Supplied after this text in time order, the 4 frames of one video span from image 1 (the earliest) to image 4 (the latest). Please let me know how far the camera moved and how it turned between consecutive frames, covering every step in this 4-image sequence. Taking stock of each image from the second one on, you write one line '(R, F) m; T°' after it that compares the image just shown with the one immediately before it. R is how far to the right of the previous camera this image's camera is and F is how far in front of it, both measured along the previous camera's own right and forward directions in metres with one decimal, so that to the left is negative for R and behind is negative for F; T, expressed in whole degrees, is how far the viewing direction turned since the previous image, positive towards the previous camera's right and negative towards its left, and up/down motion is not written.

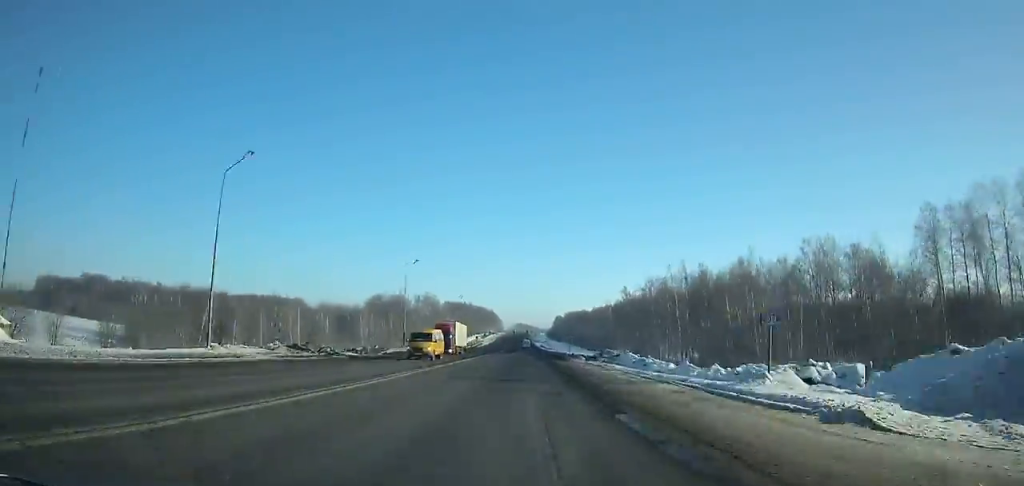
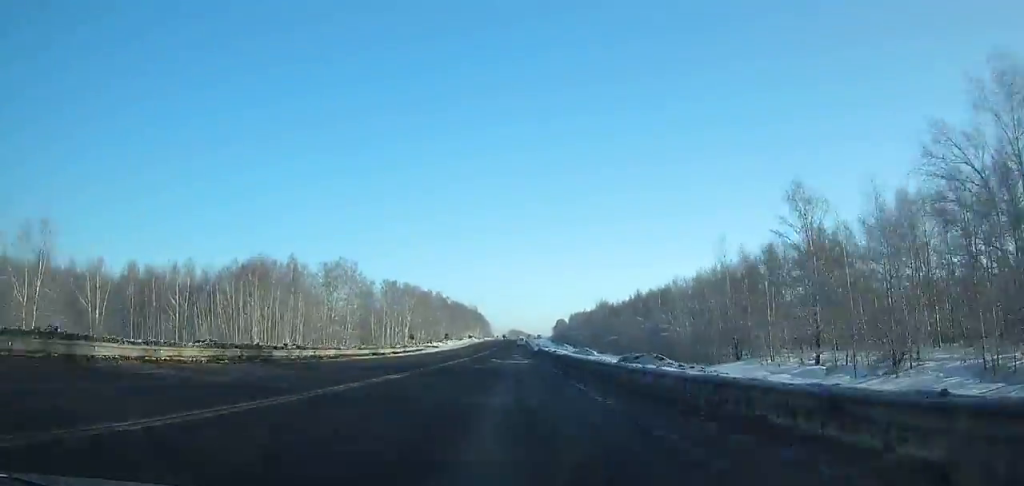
(+0.2, +122.2) m; 0°
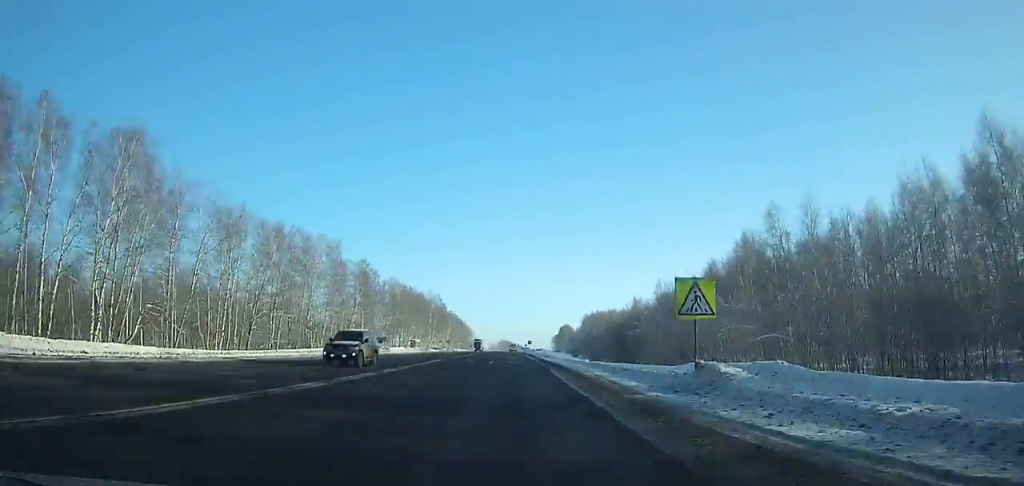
(+0.5, +141.8) m; 0°
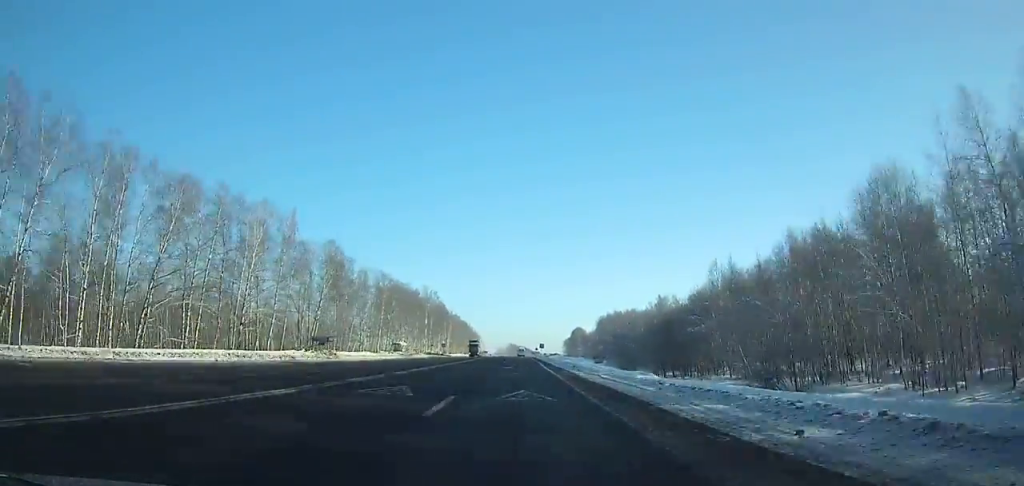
(+0.1, +28.2) m; 0°
